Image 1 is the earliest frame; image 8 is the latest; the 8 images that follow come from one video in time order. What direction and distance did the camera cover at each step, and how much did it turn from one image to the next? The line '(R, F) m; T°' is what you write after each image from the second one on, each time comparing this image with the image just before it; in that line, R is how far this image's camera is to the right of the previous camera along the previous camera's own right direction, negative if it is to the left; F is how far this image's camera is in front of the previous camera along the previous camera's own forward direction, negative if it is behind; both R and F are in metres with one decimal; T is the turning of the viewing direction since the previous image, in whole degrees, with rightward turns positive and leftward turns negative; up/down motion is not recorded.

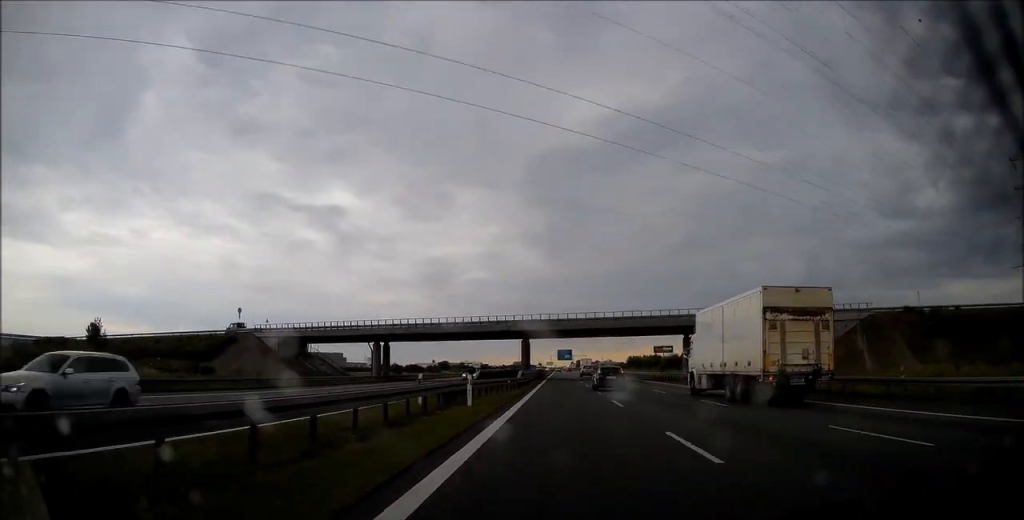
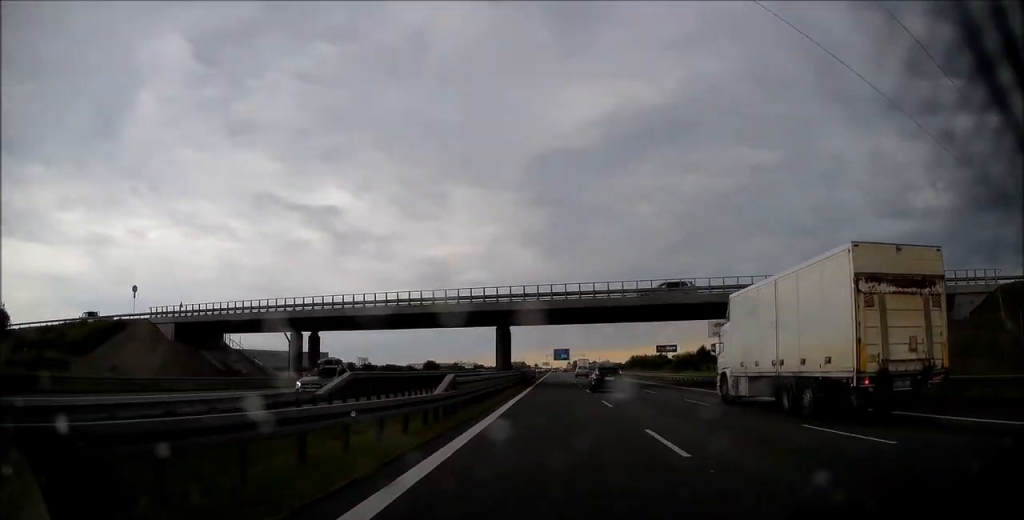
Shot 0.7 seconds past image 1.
(-0.1, +23.7) m; 0°
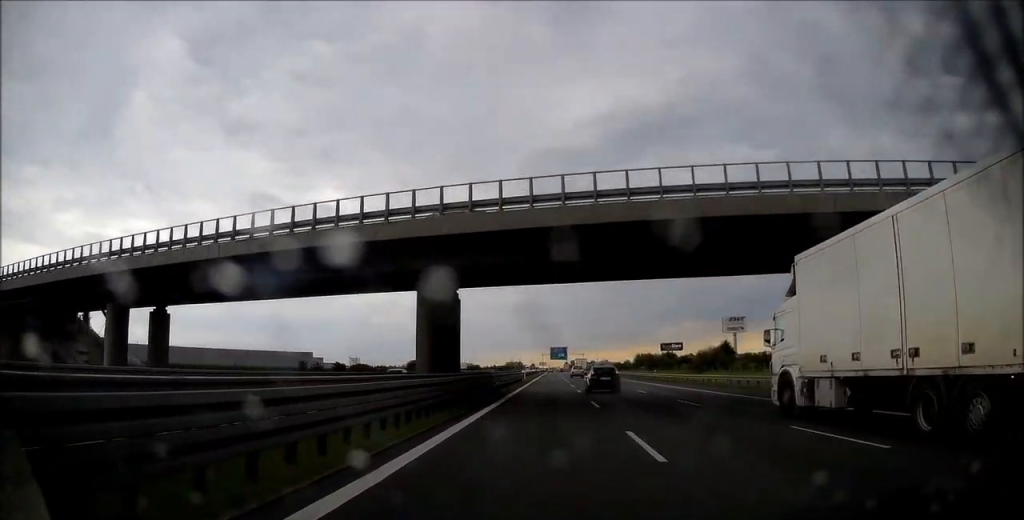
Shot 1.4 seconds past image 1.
(+0.1, +24.8) m; +1°
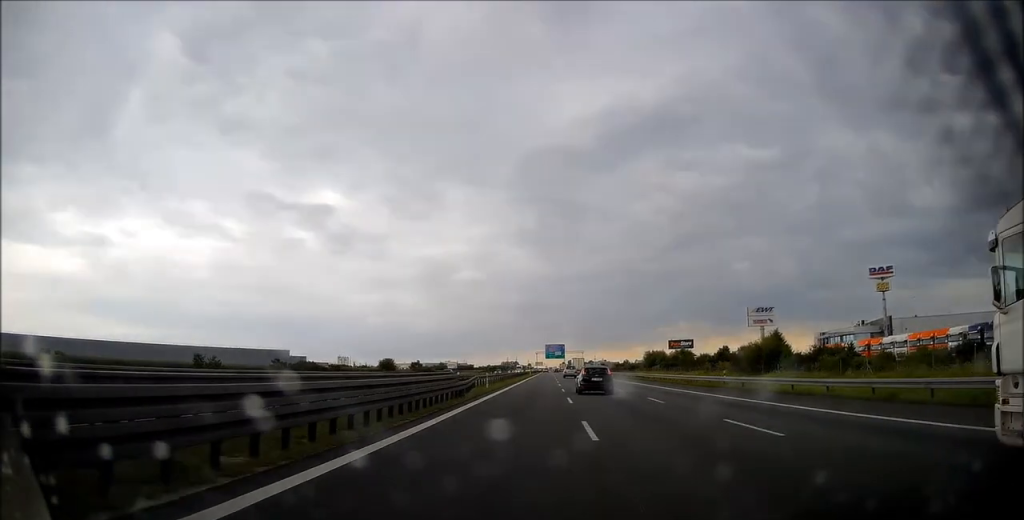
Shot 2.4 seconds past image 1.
(+0.3, +33.7) m; +1°
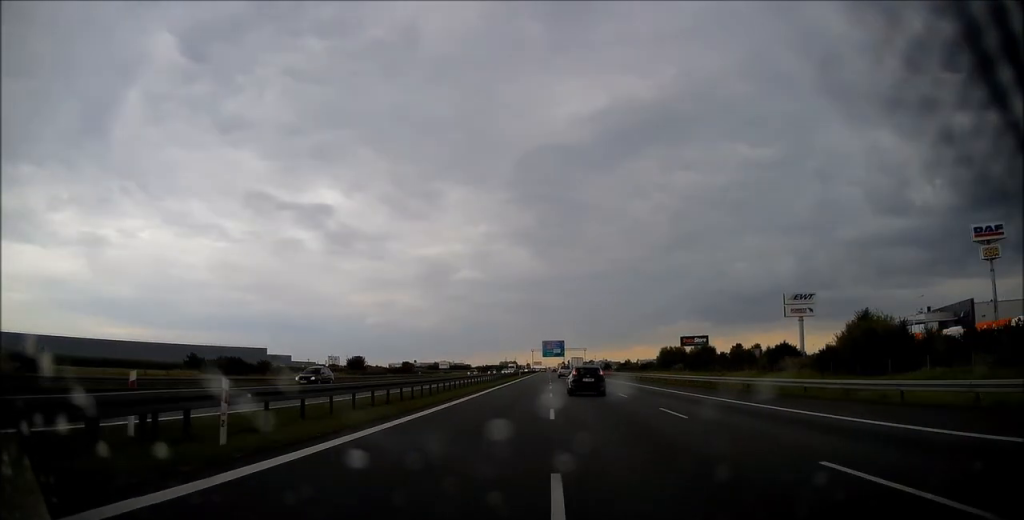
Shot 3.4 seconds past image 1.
(0.0, +31.3) m; 0°
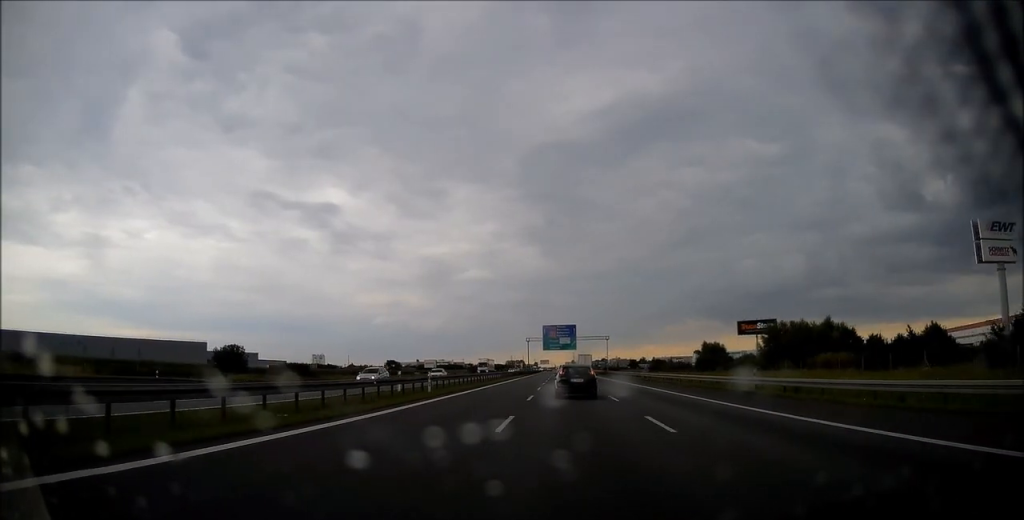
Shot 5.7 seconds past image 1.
(0.0, +76.2) m; 0°
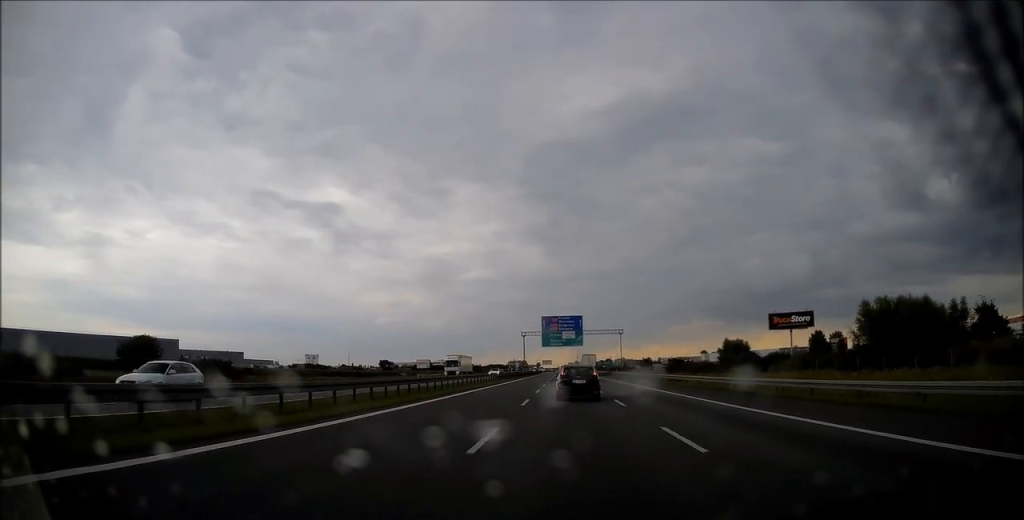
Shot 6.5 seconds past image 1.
(-0.1, +27.1) m; -1°
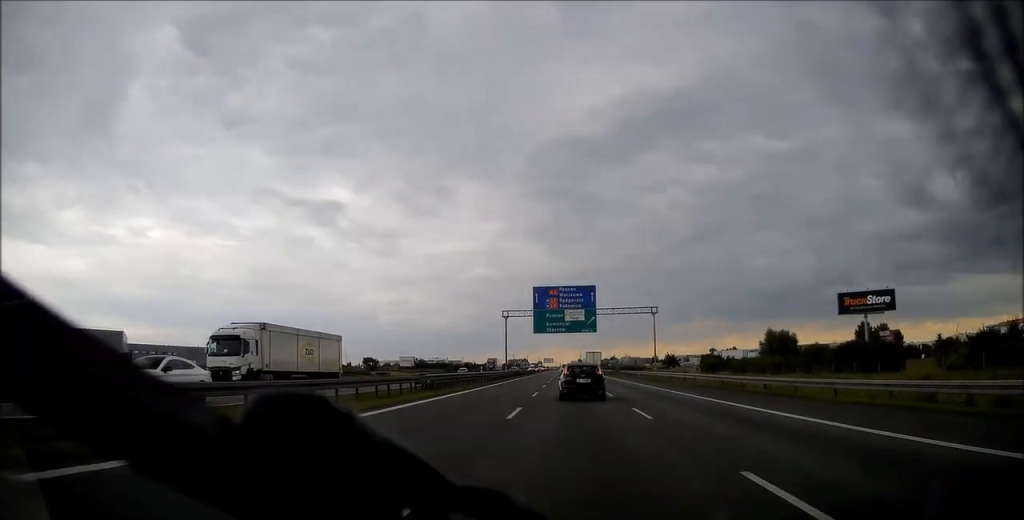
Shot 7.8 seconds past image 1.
(-0.4, +42.5) m; -1°
